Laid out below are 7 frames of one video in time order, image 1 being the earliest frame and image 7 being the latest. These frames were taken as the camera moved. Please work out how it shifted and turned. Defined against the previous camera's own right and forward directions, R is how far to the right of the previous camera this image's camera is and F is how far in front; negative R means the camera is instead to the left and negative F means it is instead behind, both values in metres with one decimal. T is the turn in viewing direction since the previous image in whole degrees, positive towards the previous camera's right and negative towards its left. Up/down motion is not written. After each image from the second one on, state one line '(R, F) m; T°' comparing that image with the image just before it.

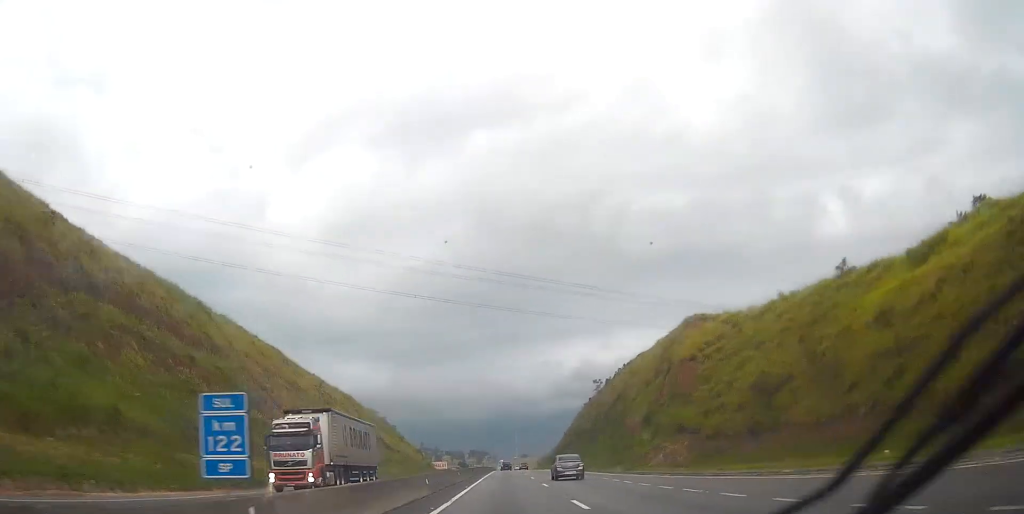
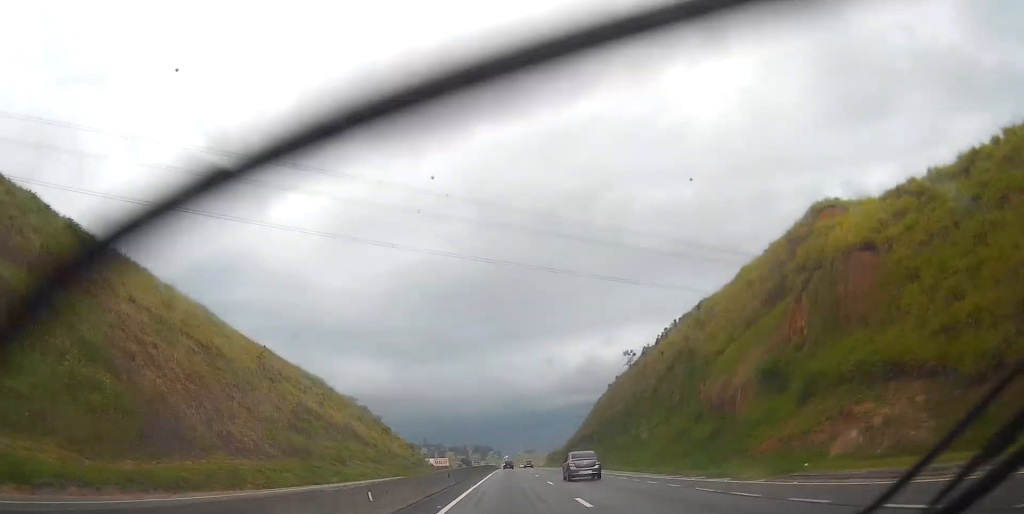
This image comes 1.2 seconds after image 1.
(-0.1, +32.2) m; 0°
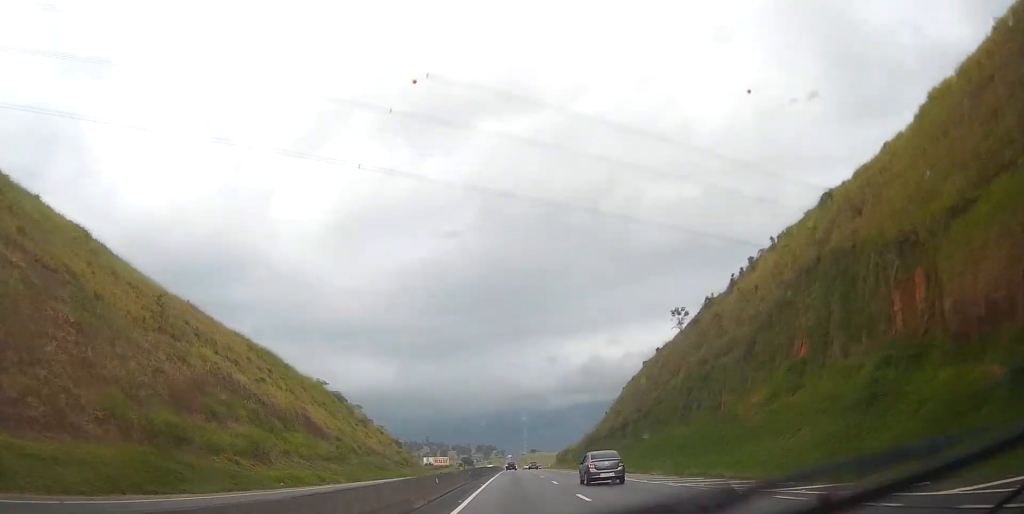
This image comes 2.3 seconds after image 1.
(0.0, +29.9) m; 0°
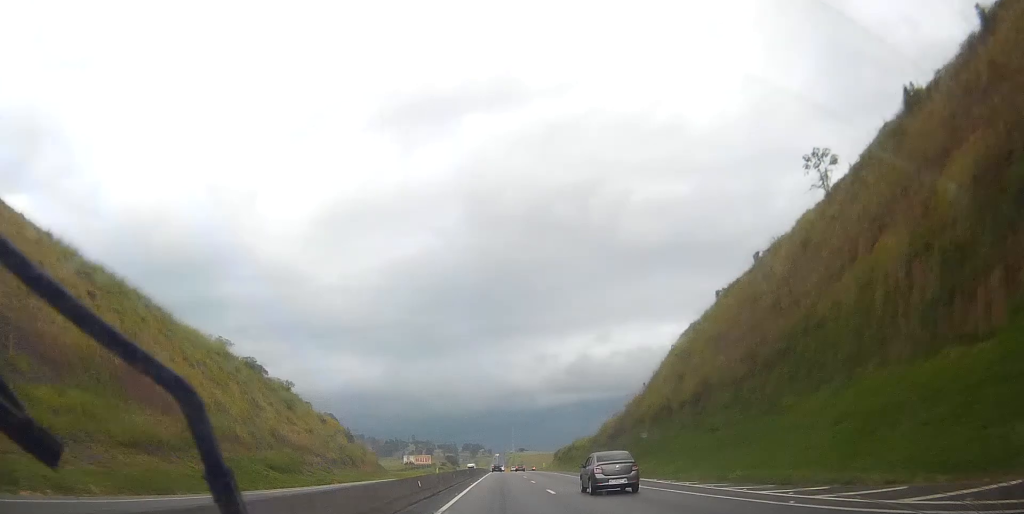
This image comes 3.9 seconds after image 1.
(+0.5, +41.3) m; +1°
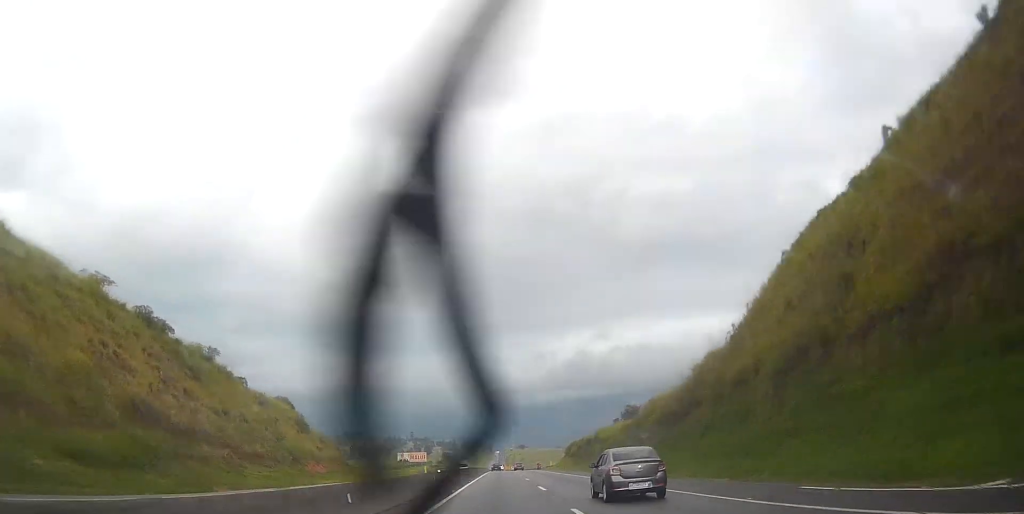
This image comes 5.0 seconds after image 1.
(+0.1, +30.3) m; 0°
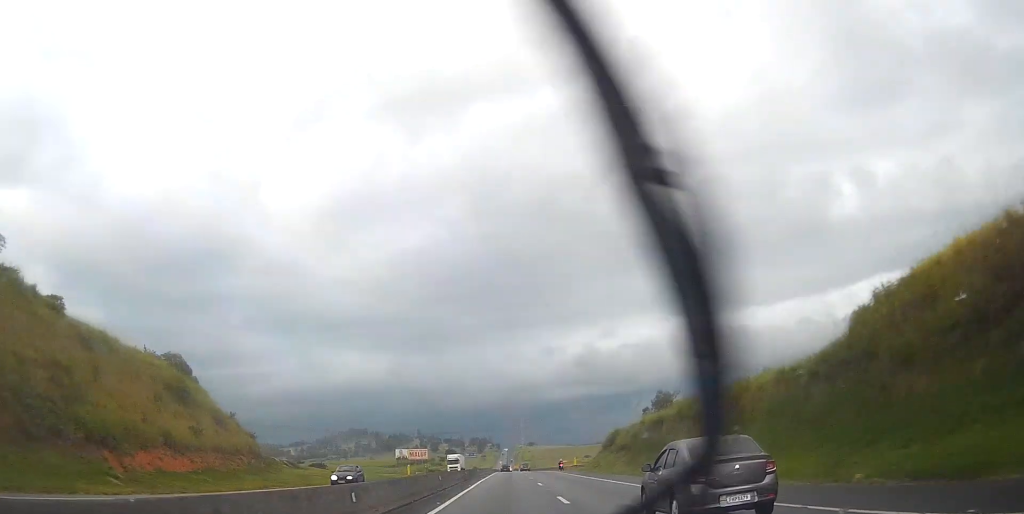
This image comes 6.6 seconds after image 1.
(+0.2, +41.5) m; 0°
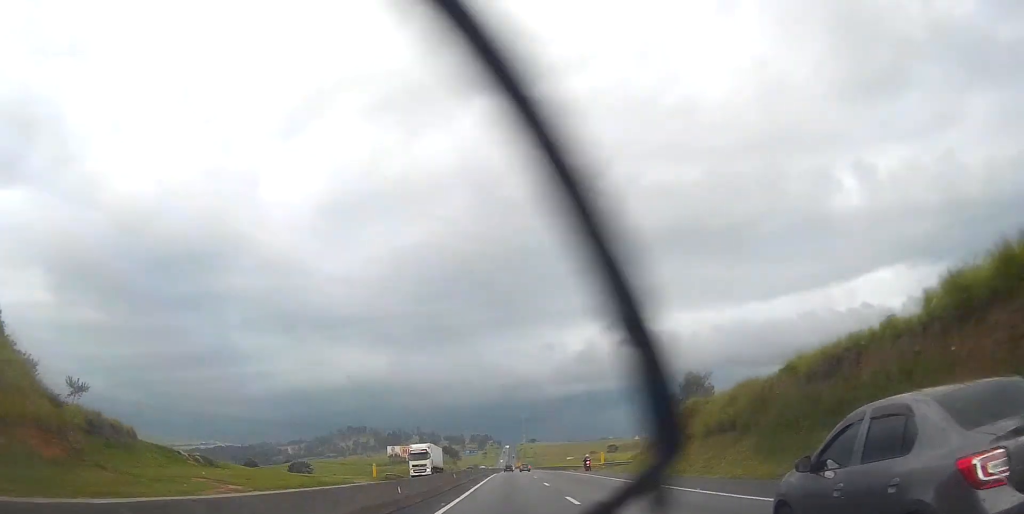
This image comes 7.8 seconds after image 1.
(-0.3, +34.6) m; -1°
